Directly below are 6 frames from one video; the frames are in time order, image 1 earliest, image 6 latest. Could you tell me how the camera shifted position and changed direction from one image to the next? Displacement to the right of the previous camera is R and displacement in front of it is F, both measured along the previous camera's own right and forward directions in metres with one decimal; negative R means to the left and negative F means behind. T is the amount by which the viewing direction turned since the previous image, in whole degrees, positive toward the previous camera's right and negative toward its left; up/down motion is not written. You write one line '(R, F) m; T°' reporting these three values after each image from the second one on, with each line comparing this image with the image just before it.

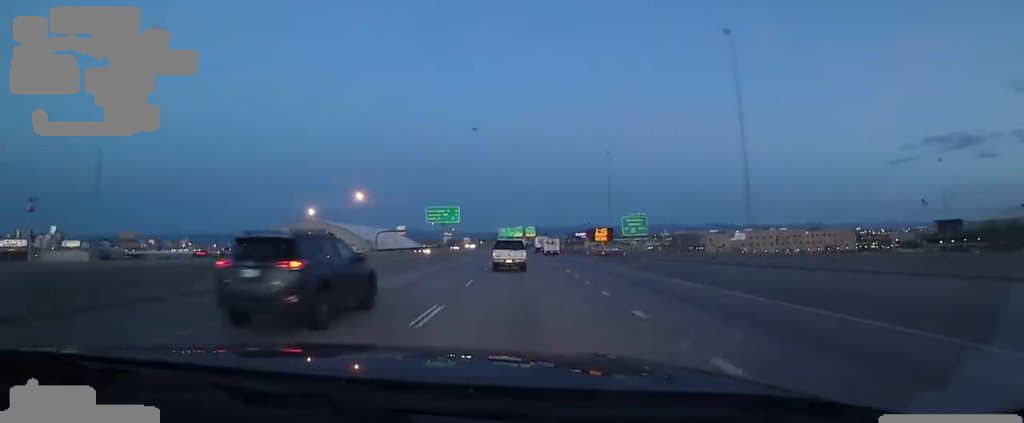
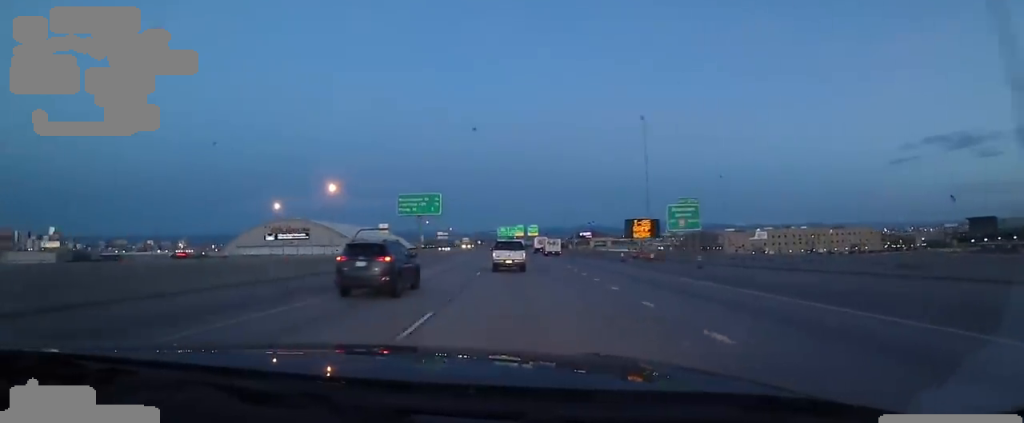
(0.0, +20.5) m; 0°
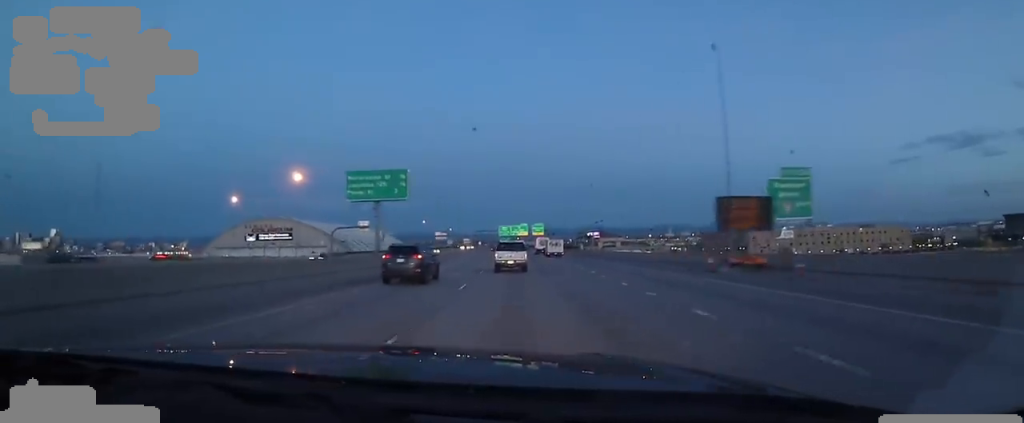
(0.0, +20.1) m; -3°
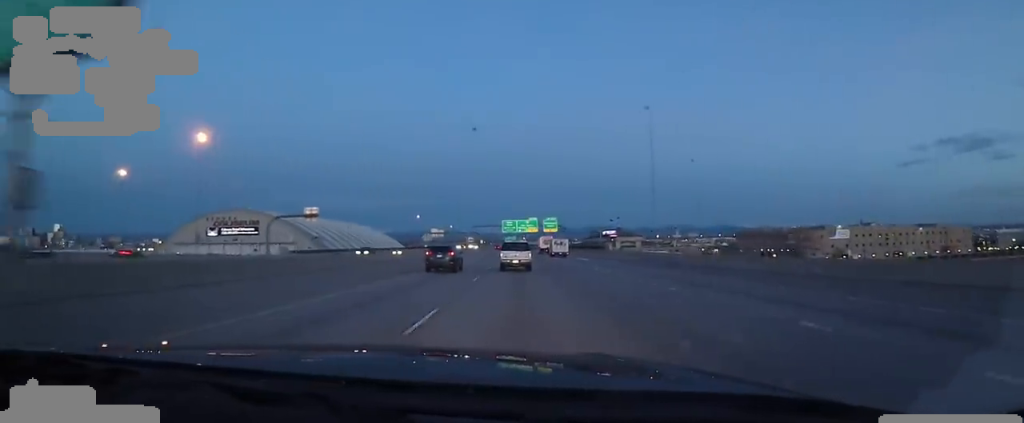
(-1.5, +32.9) m; -1°
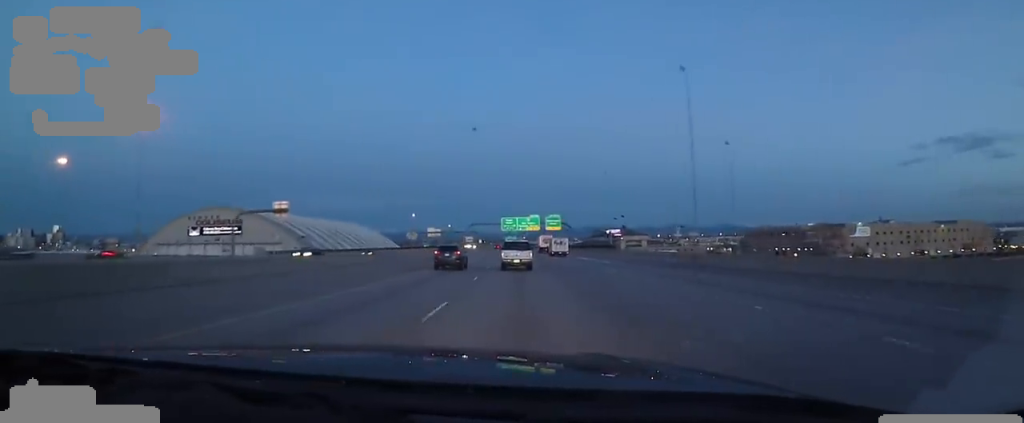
(+0.6, +11.1) m; +1°
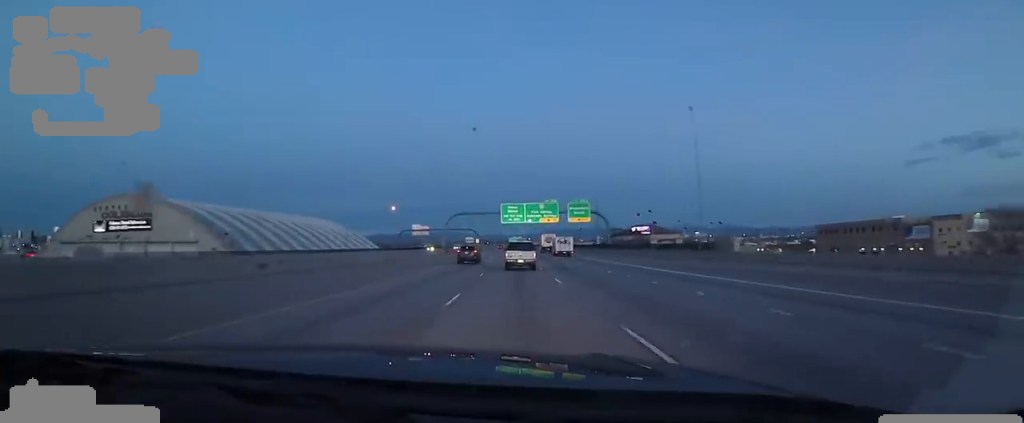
(+0.6, +46.1) m; -1°
